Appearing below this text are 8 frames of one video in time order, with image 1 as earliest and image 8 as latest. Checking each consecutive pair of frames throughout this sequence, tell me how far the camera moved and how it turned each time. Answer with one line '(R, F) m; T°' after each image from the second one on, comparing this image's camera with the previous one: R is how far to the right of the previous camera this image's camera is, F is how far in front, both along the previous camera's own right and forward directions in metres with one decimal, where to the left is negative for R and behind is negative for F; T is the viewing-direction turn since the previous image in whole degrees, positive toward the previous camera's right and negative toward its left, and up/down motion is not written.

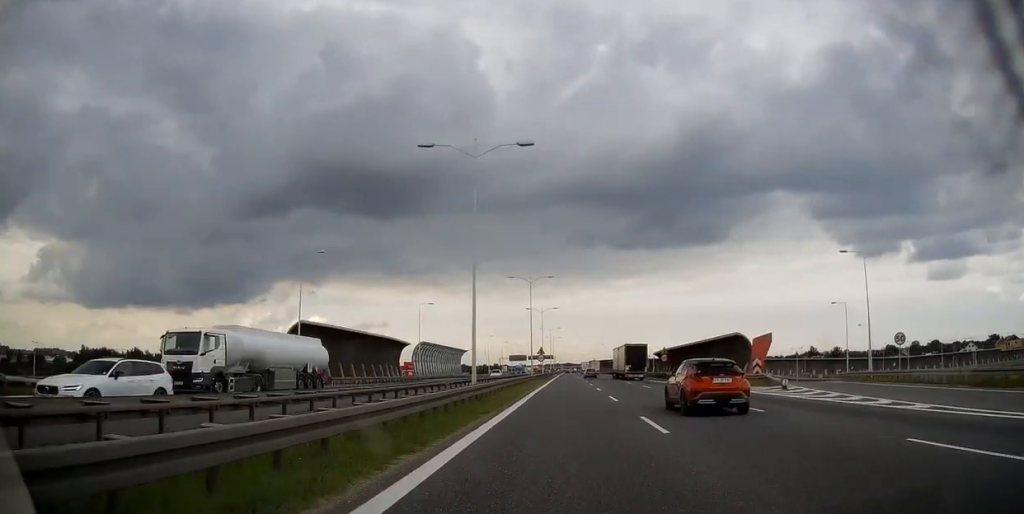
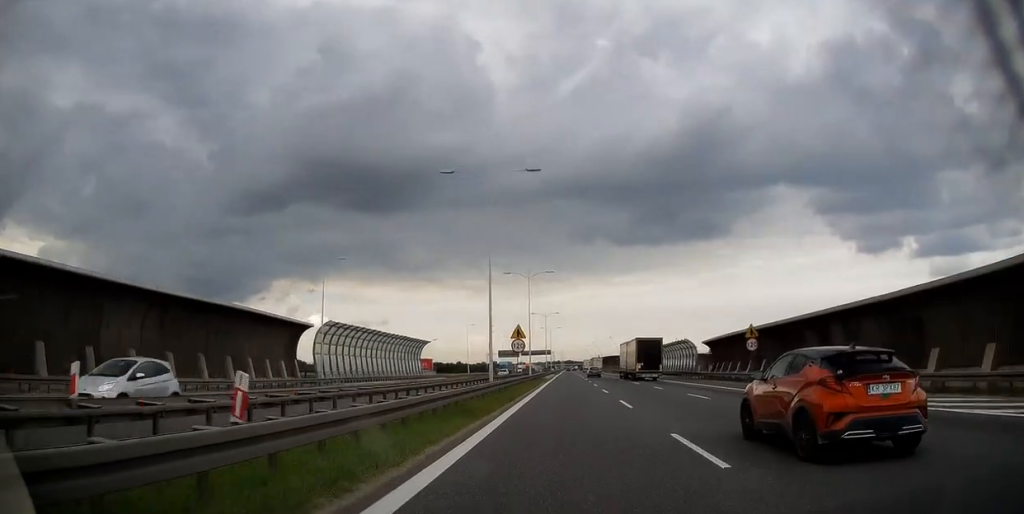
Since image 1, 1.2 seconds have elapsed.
(0.0, +40.3) m; 0°
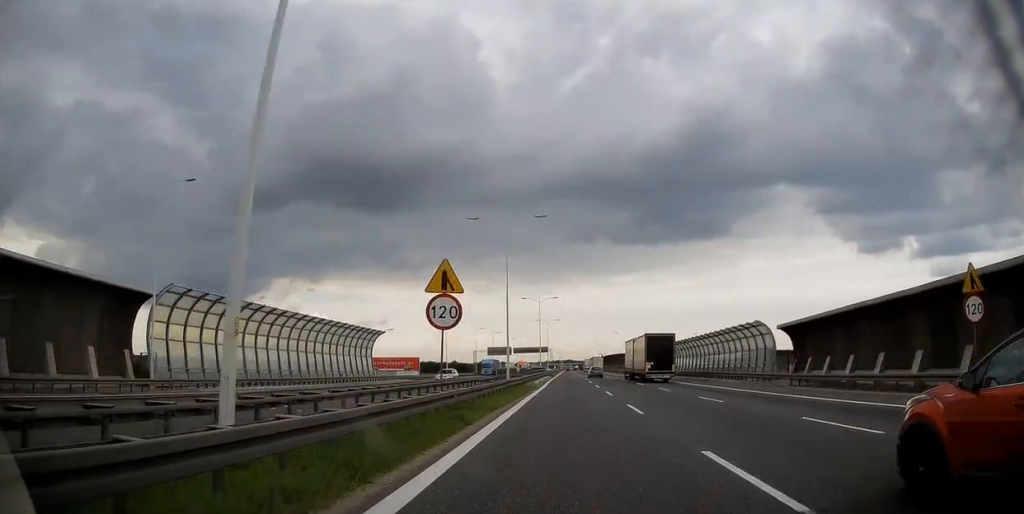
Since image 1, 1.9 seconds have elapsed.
(0.0, +25.4) m; 0°
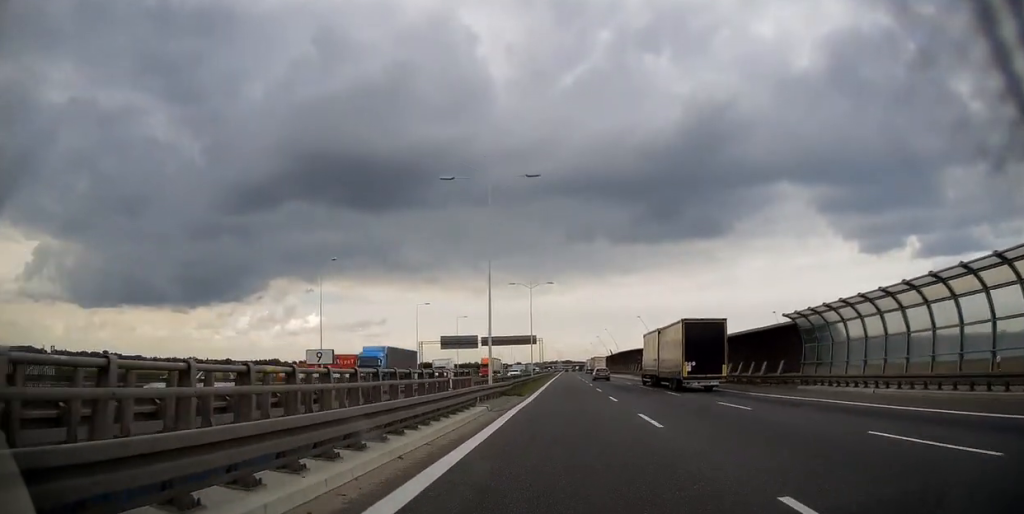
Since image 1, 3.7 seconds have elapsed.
(+0.1, +63.3) m; 0°
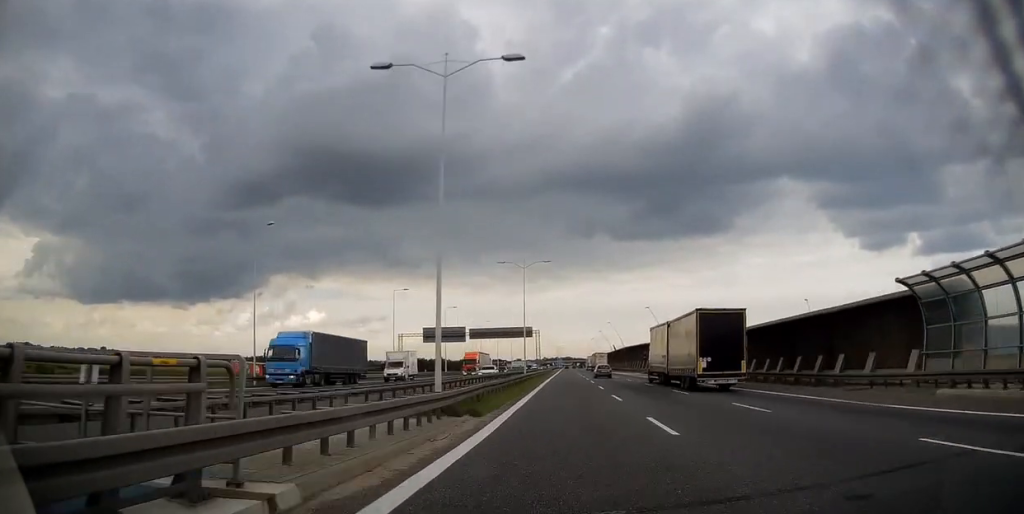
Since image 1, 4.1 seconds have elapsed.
(0.0, +13.8) m; 0°
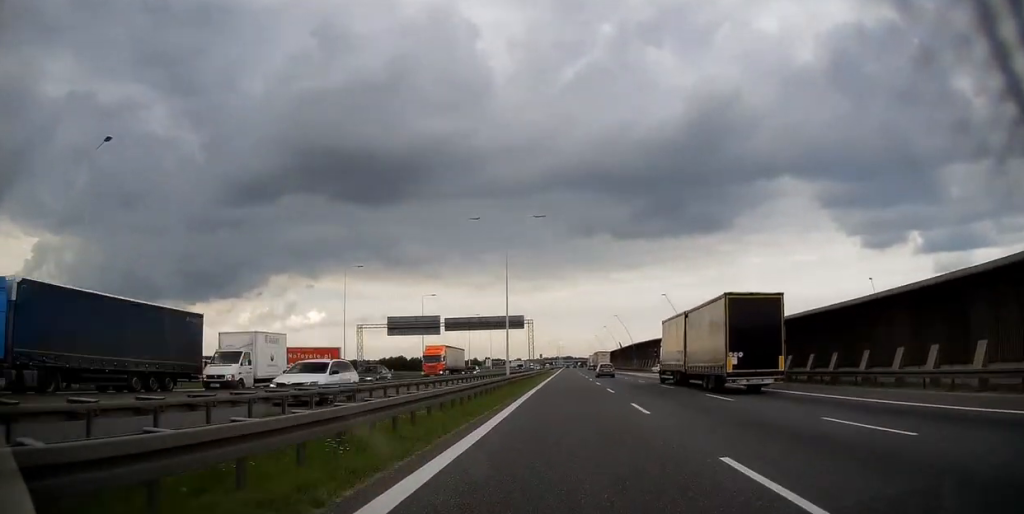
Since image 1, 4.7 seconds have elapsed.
(0.0, +19.7) m; 0°
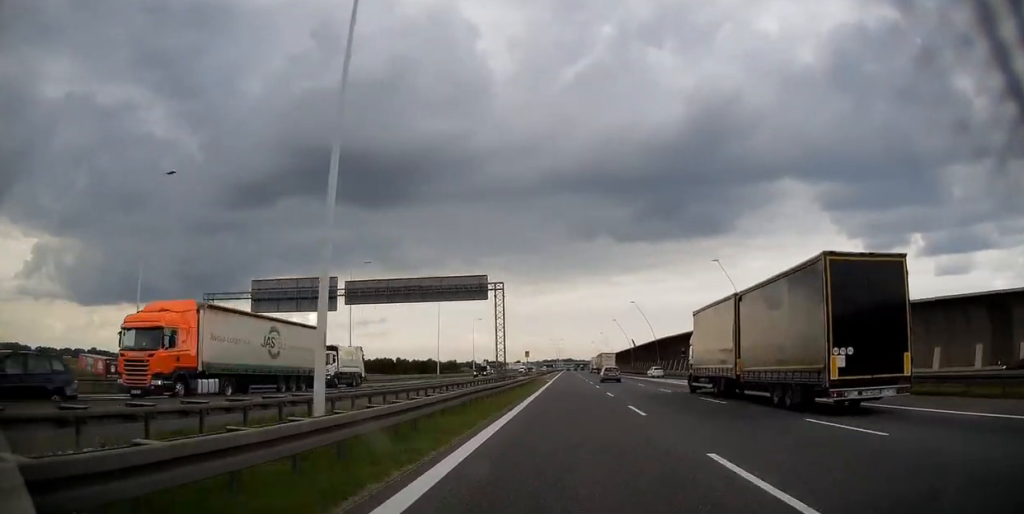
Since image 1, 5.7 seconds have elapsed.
(-0.1, +34.9) m; 0°
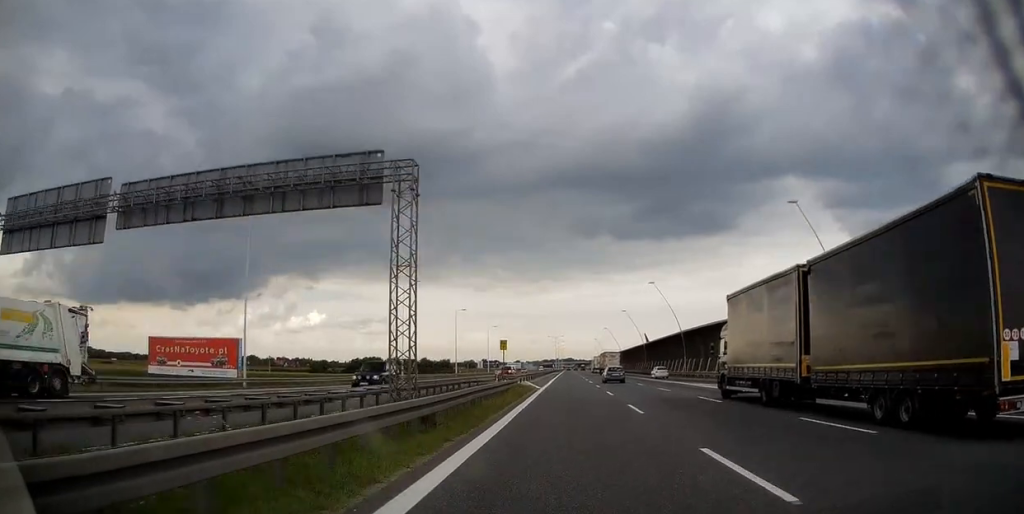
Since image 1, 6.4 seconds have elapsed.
(0.0, +23.4) m; 0°
